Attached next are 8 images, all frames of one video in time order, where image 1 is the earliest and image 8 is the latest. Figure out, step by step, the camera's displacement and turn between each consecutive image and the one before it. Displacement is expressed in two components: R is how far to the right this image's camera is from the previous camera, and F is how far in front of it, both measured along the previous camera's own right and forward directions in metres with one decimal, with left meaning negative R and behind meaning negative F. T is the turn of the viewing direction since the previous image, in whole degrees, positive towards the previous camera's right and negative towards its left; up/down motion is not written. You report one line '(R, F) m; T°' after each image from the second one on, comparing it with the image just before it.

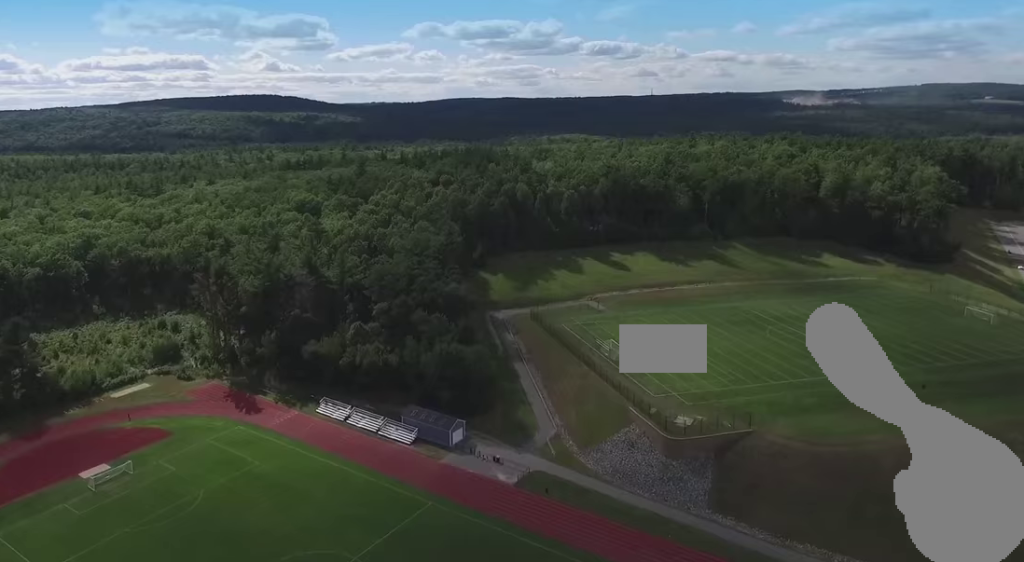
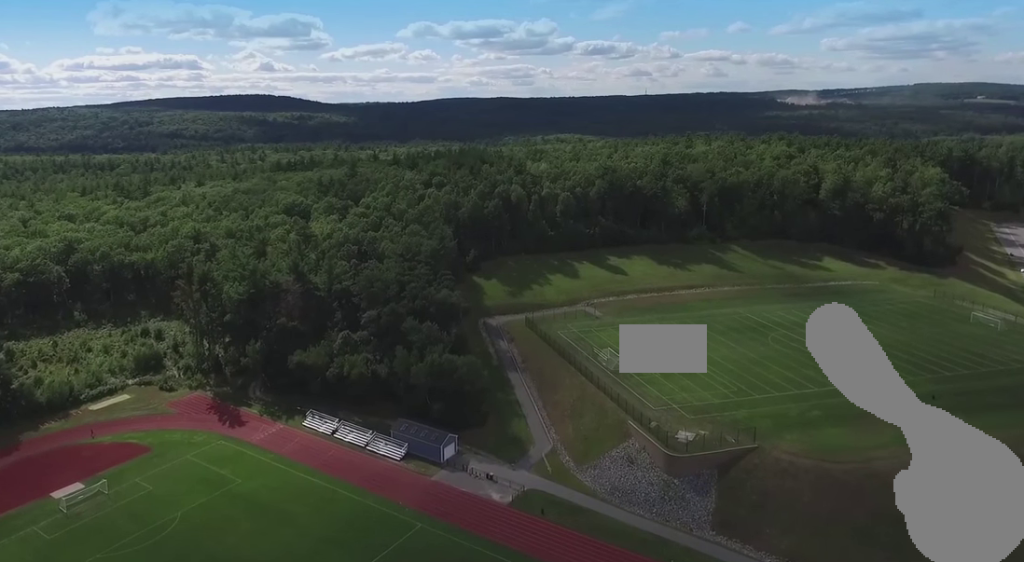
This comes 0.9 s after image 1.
(0.0, +6.5) m; -1°
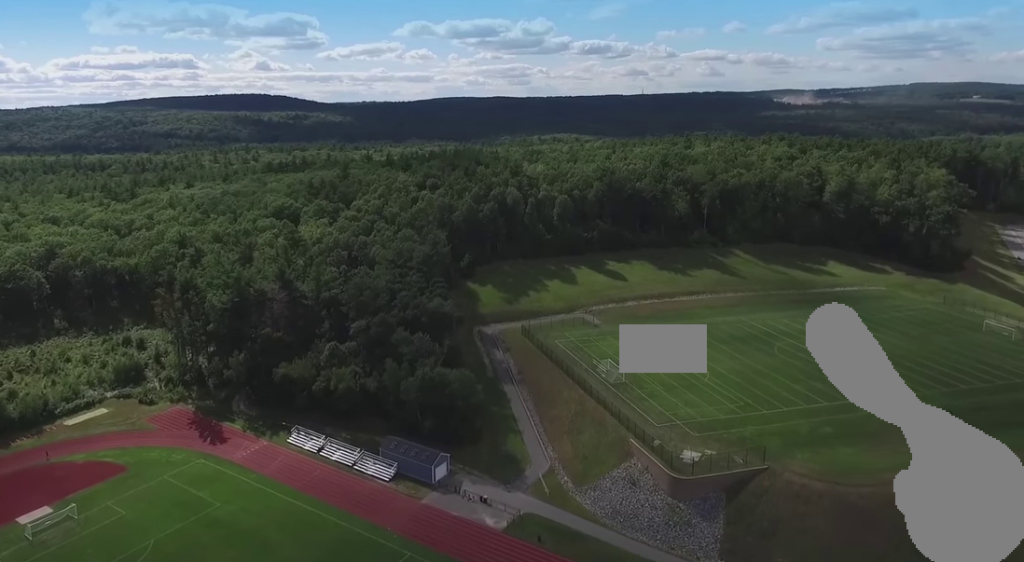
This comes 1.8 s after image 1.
(-0.2, +8.0) m; -3°
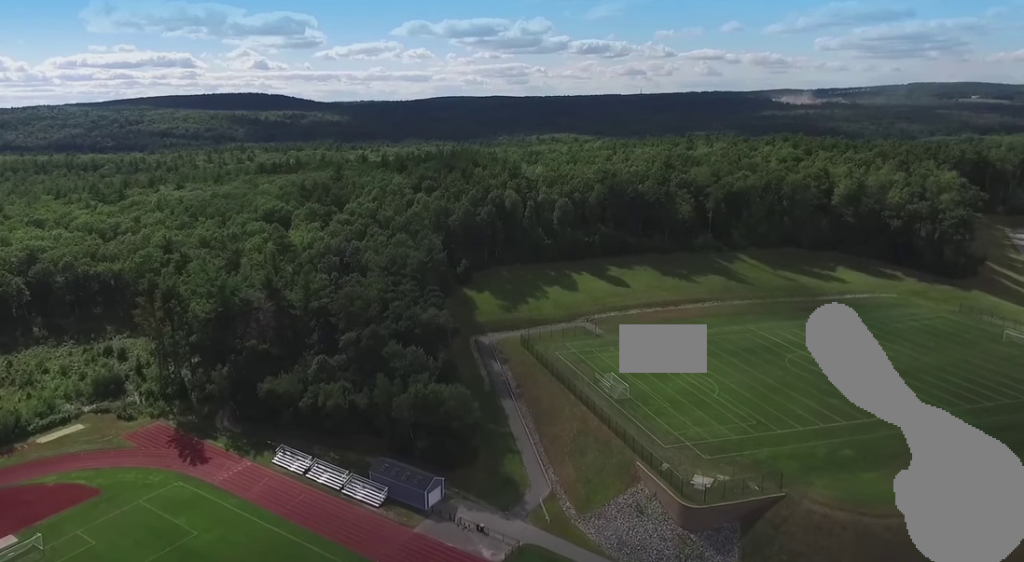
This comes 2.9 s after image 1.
(-0.2, +8.8) m; -3°
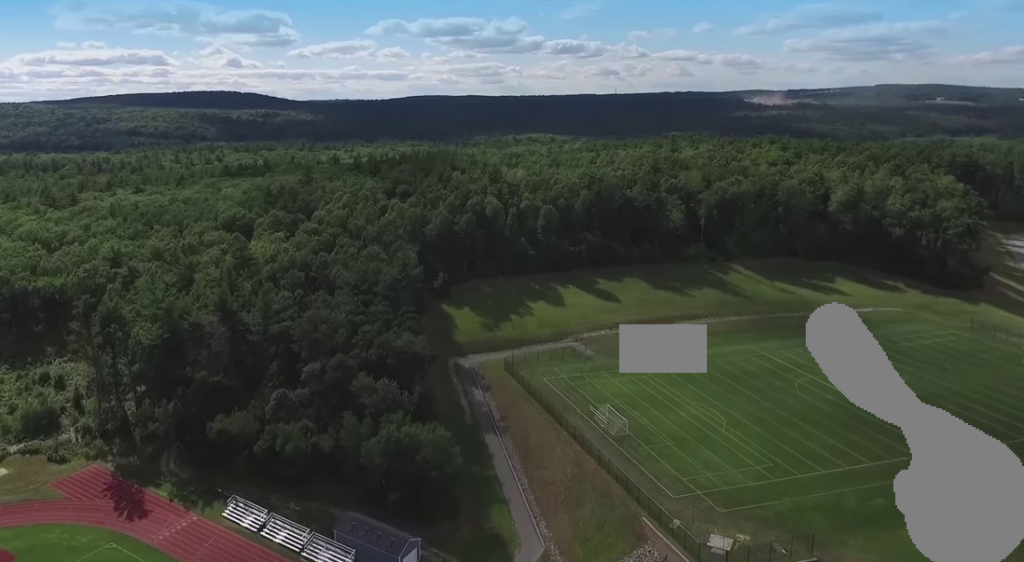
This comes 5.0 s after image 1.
(-0.5, +16.9) m; -1°
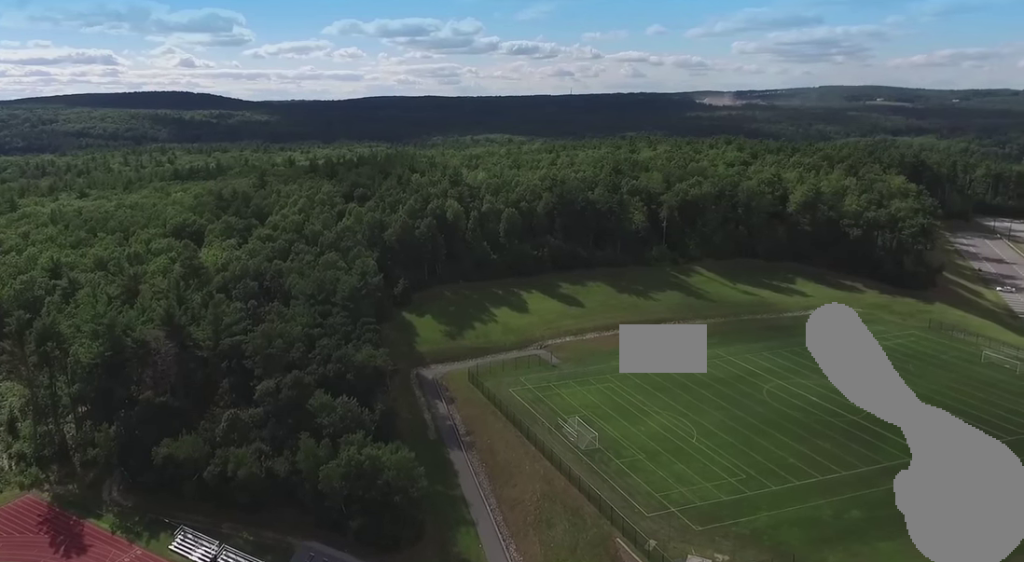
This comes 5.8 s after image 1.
(+0.1, +6.4) m; +1°
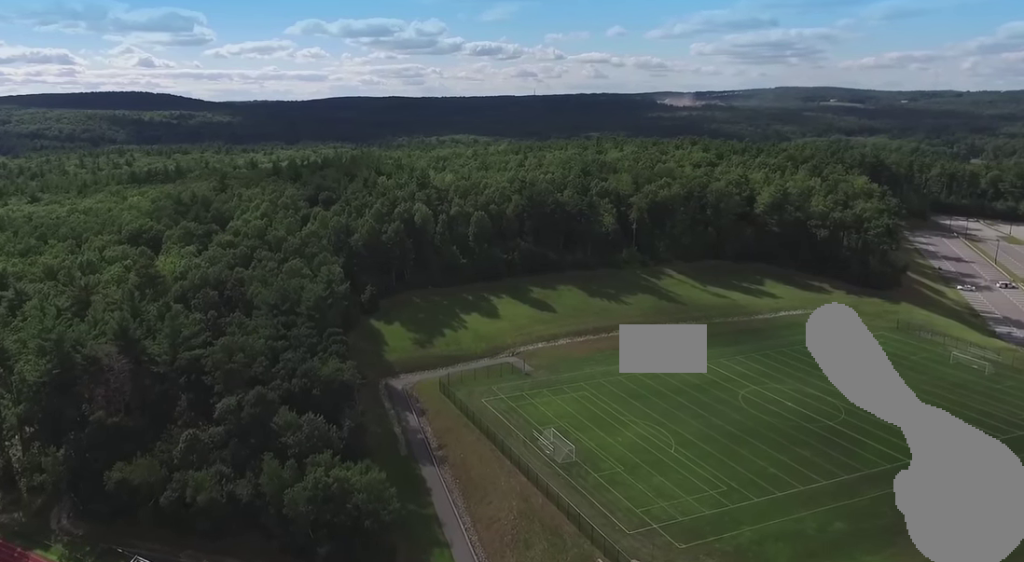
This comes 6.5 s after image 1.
(+0.1, +5.5) m; +2°
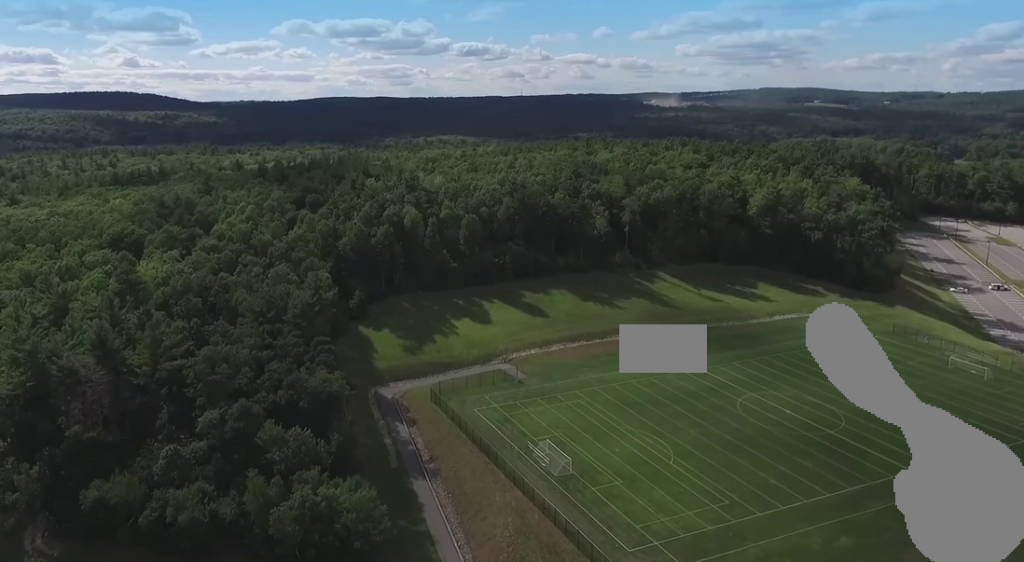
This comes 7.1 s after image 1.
(+0.1, +4.0) m; +2°
